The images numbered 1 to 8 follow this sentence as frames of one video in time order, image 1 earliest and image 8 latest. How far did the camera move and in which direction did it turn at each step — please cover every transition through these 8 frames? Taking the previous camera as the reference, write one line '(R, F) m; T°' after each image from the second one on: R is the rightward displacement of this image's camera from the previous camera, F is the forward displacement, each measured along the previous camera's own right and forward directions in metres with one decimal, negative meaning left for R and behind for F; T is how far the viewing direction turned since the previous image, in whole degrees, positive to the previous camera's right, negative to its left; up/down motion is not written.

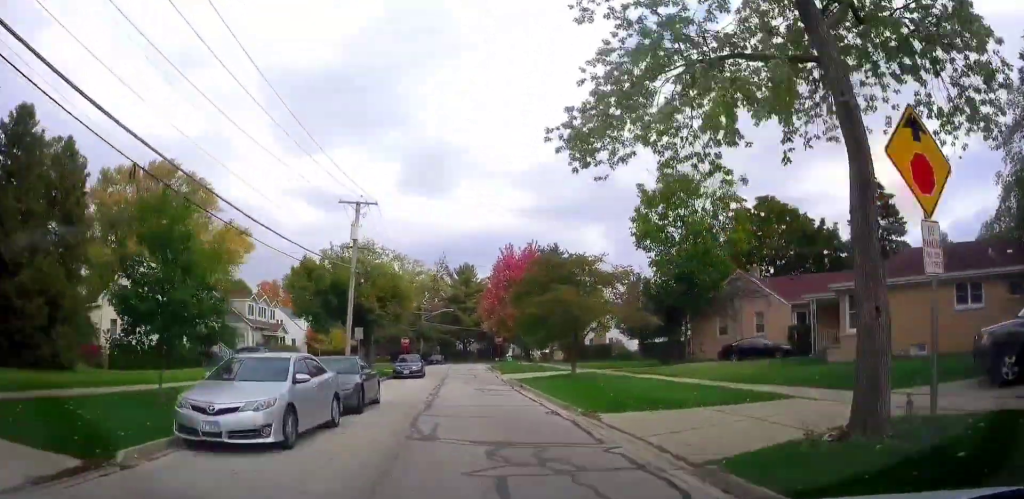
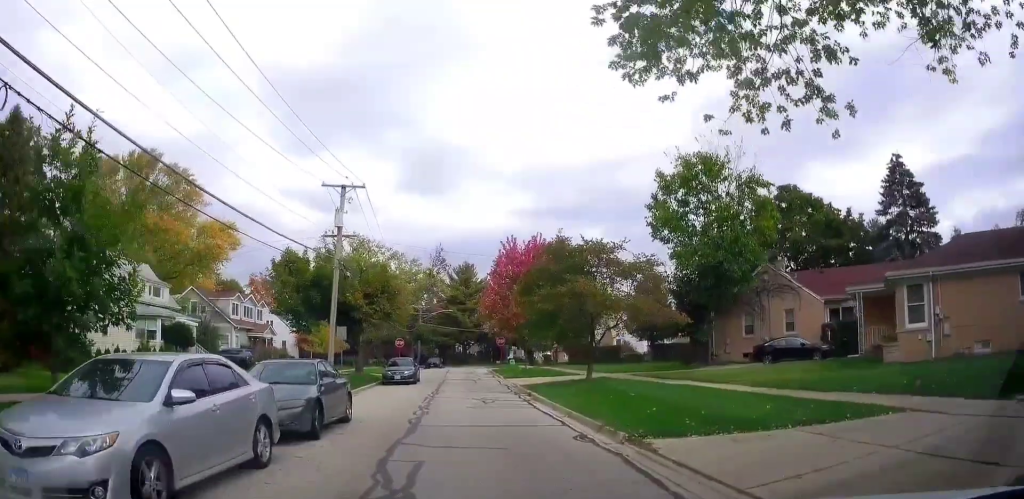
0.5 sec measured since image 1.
(+0.1, +4.1) m; 0°
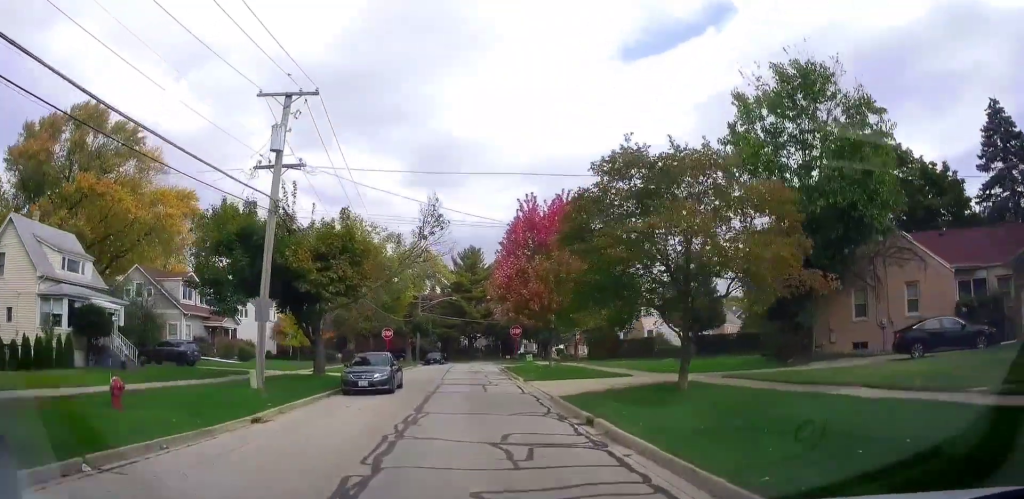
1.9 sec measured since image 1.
(-0.3, +11.8) m; -3°
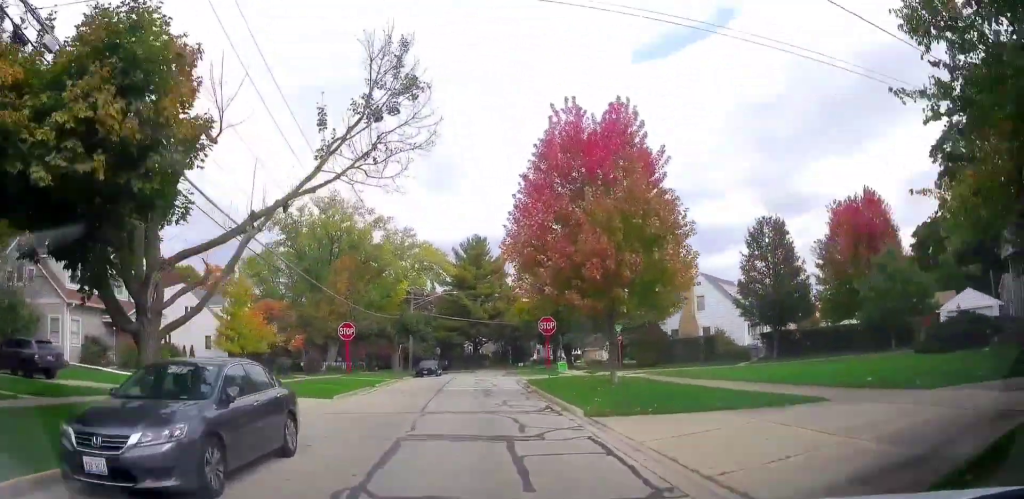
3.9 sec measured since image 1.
(+0.7, +17.5) m; +2°
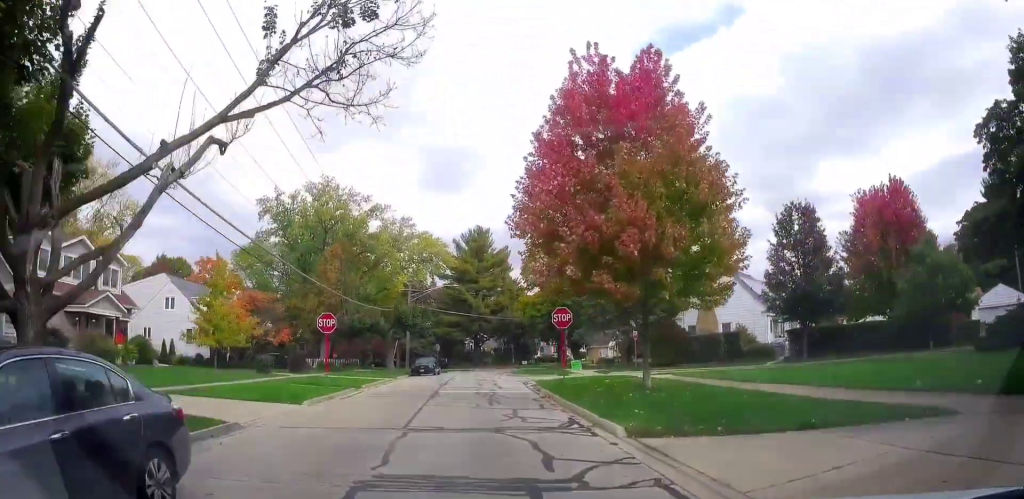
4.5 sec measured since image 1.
(0.0, +4.9) m; -2°
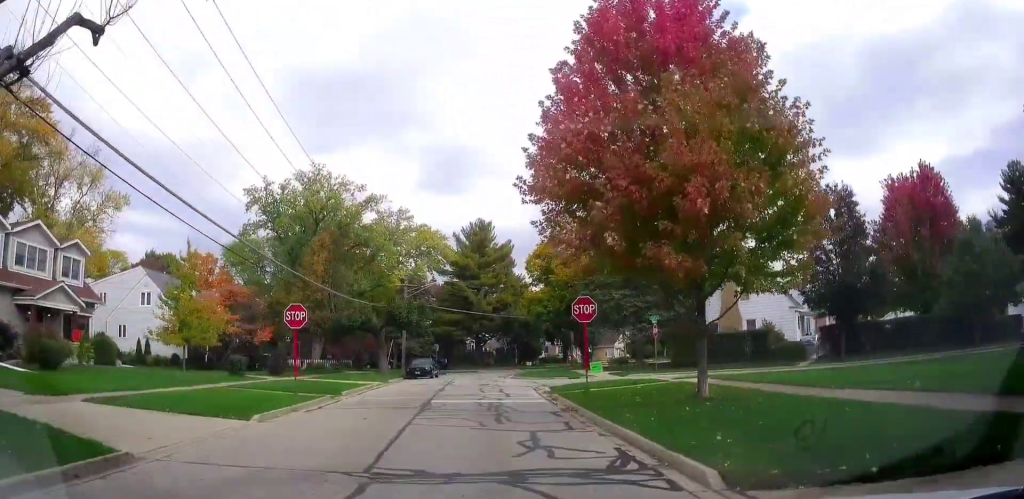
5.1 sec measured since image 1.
(-0.5, +5.3) m; -3°
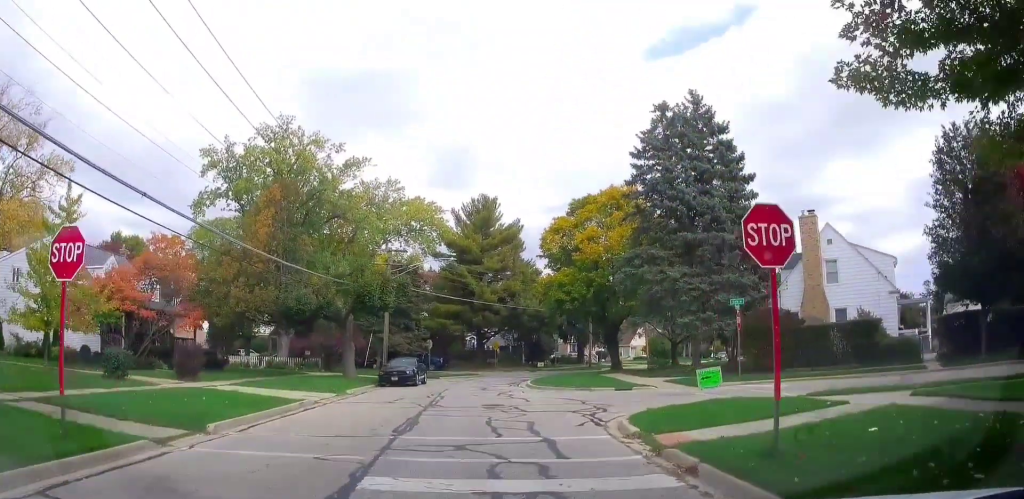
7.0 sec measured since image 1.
(+0.6, +14.5) m; +6°
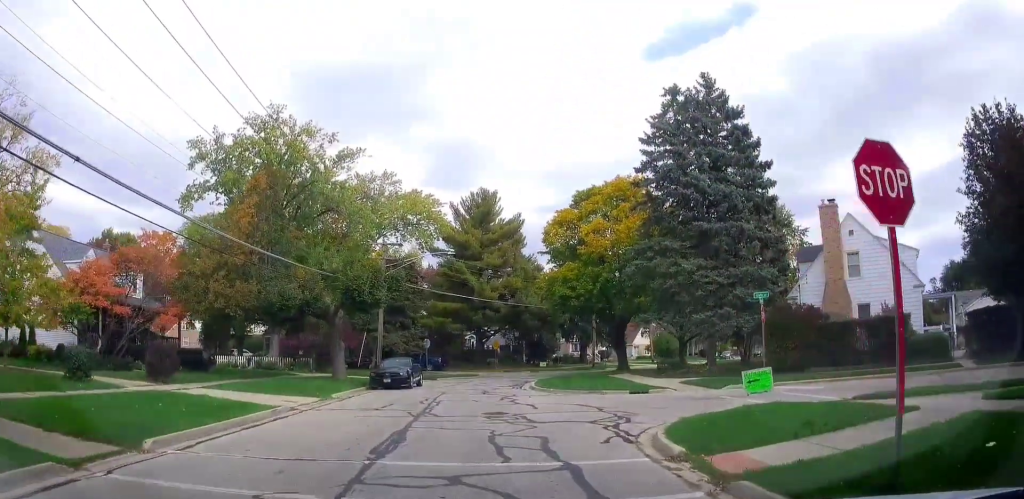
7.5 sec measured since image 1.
(+0.1, +3.5) m; +1°
